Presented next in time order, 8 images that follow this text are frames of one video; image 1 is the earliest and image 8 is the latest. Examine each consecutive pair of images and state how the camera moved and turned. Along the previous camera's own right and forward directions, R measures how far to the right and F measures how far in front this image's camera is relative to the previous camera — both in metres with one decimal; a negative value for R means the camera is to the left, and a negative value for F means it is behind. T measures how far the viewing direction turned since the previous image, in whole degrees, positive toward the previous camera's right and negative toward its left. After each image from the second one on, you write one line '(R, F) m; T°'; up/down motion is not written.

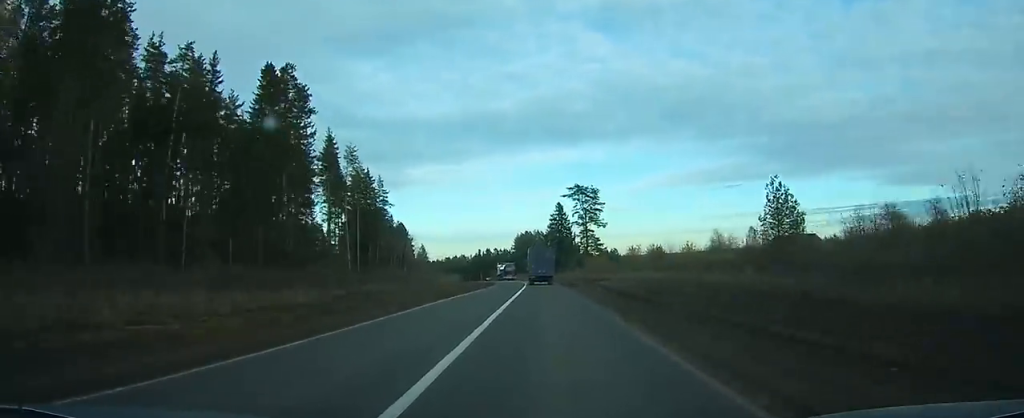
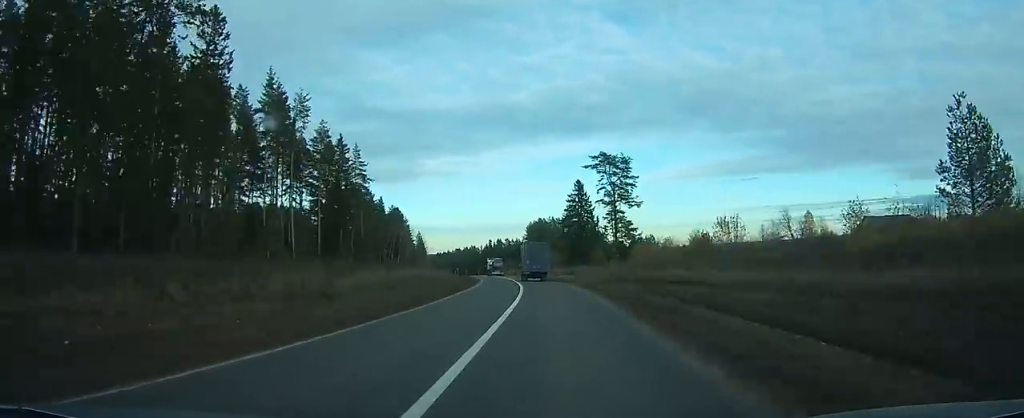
(-0.5, +33.3) m; -1°
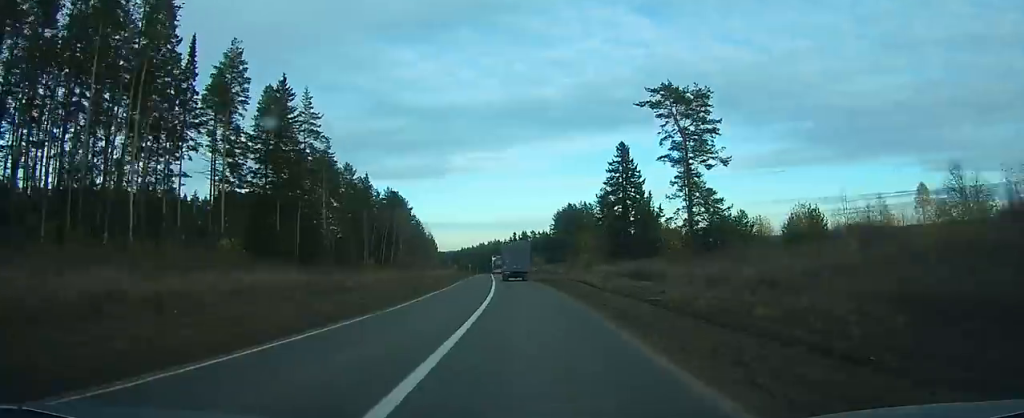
(-0.6, +42.4) m; -2°
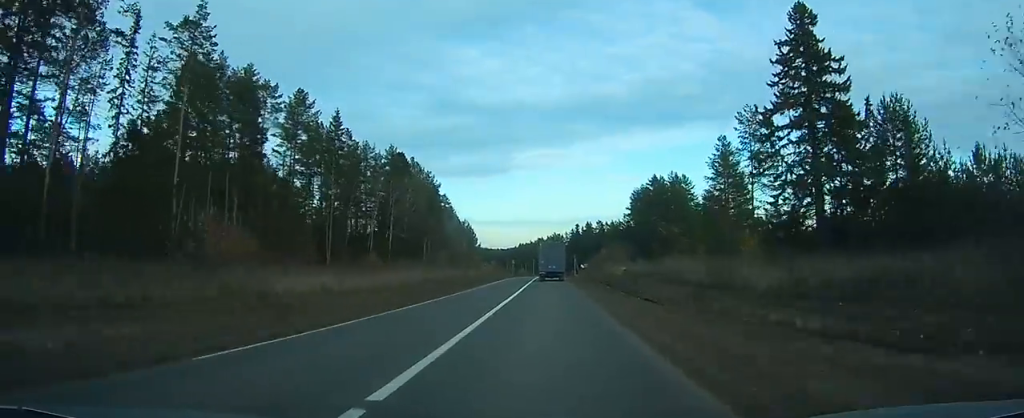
(-2.1, +62.6) m; -4°
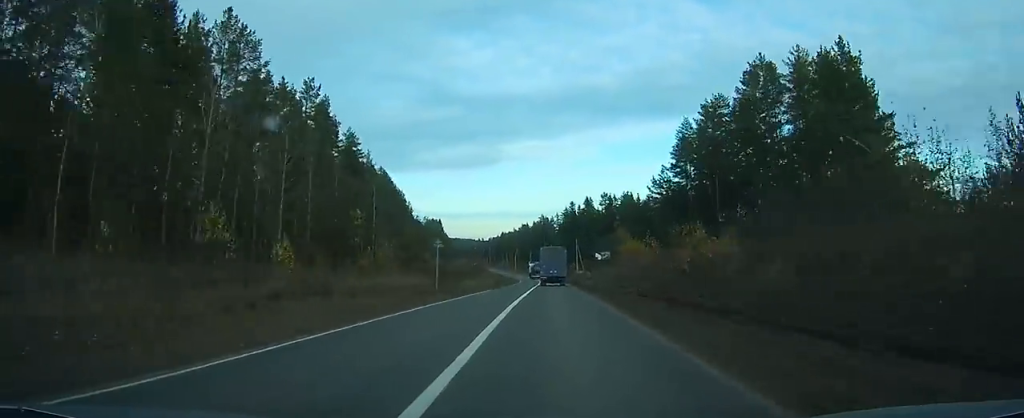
(-2.9, +85.5) m; -2°
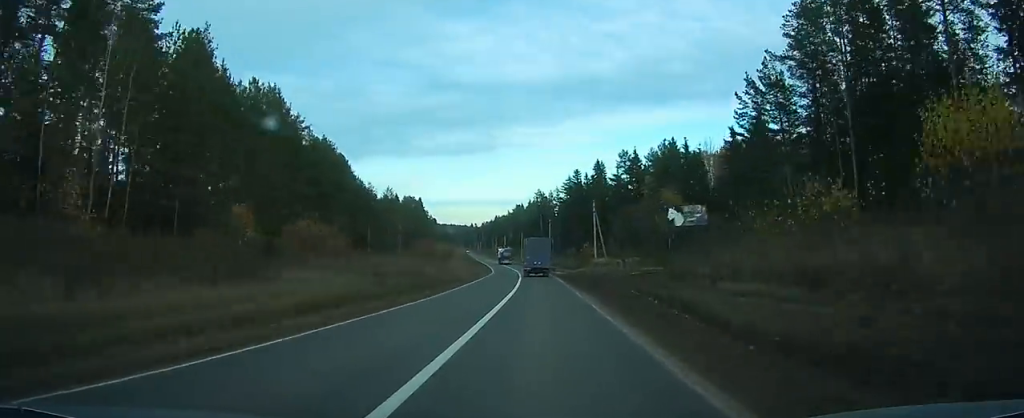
(+0.3, +56.2) m; 0°
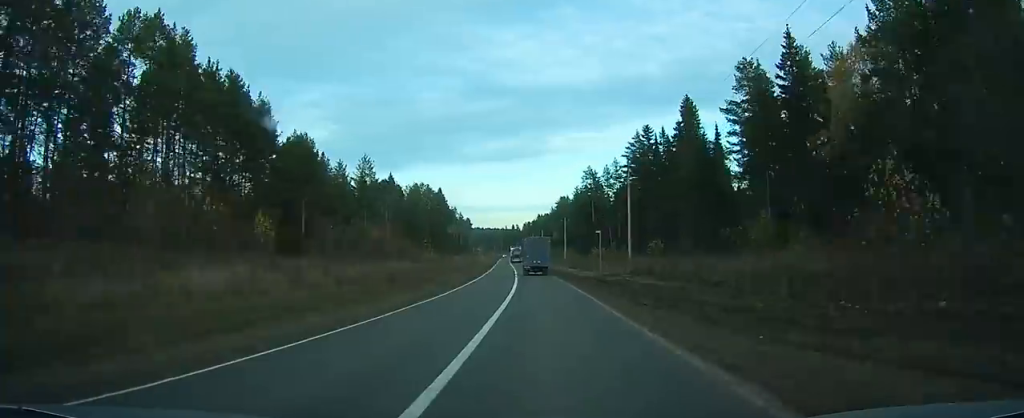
(-0.3, +67.1) m; -2°
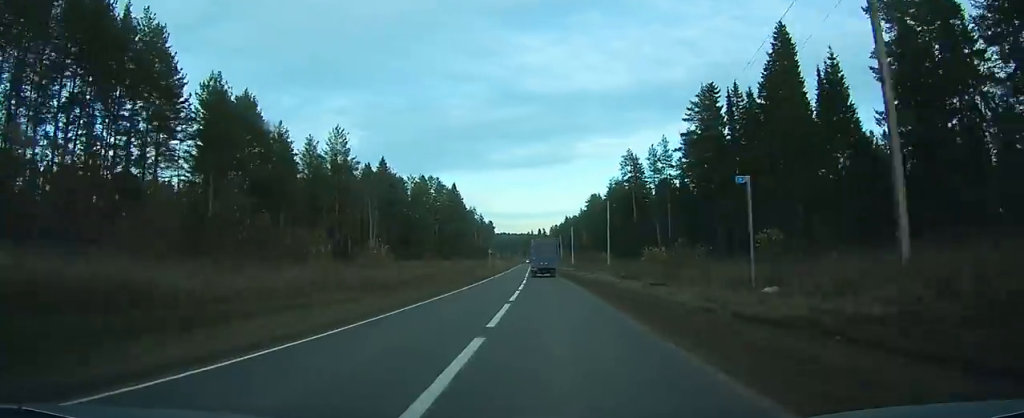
(-0.6, +34.1) m; -2°
